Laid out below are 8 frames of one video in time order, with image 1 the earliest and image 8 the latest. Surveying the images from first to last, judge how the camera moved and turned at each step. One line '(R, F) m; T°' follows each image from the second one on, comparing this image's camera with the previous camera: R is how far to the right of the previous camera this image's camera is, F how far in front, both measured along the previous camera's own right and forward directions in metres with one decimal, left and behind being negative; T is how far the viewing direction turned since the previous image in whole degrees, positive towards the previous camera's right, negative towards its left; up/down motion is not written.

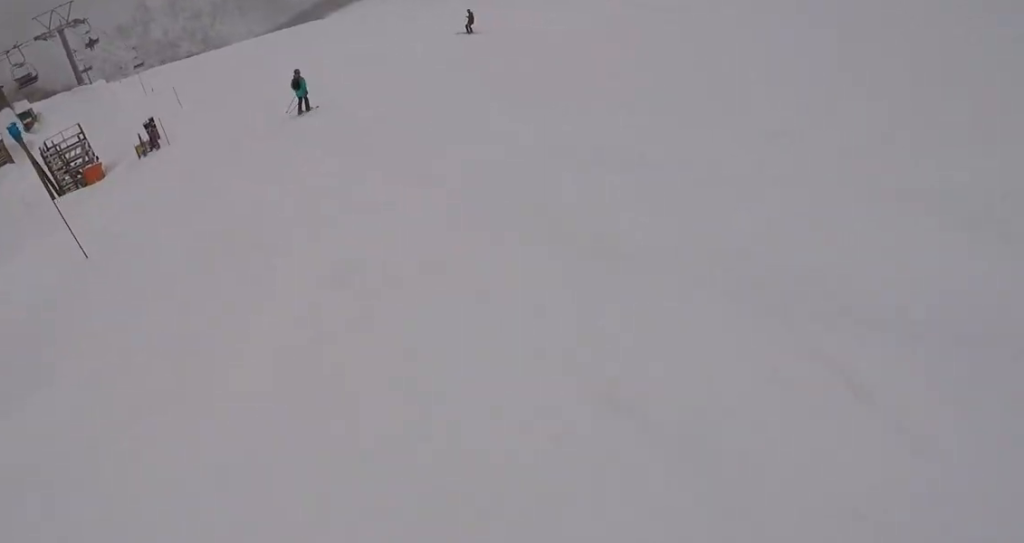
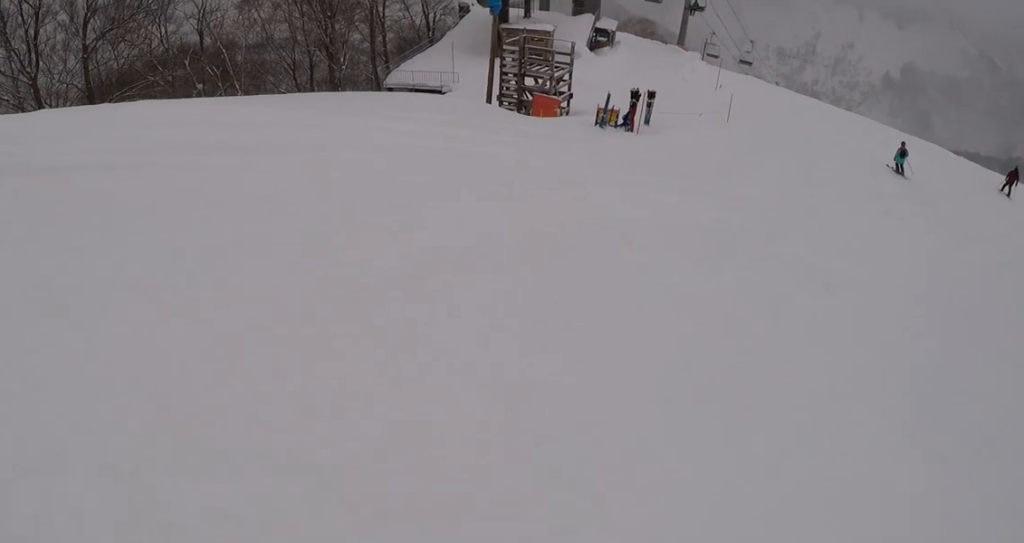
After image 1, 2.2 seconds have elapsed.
(-2.4, +10.1) m; -26°
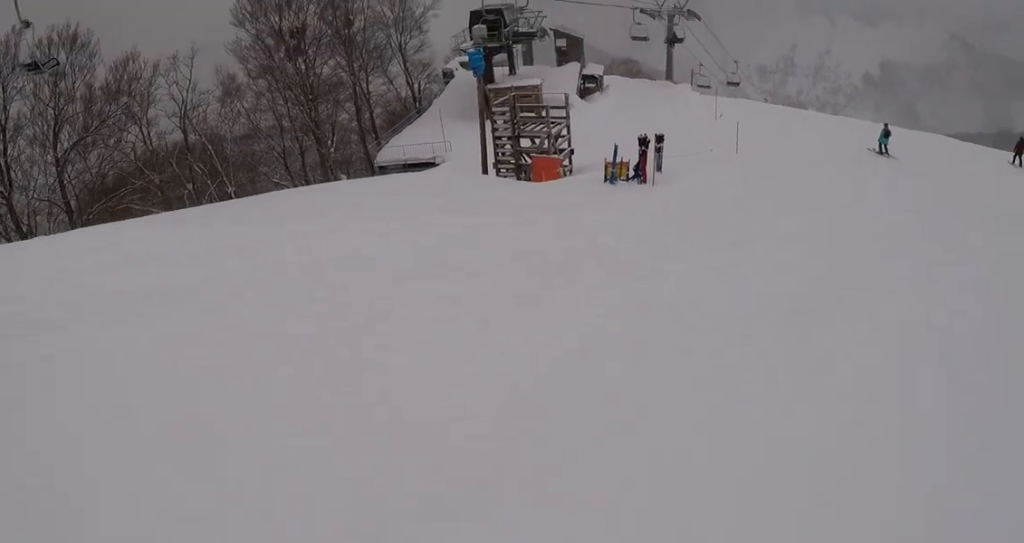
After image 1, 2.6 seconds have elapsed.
(-0.2, +2.2) m; 0°
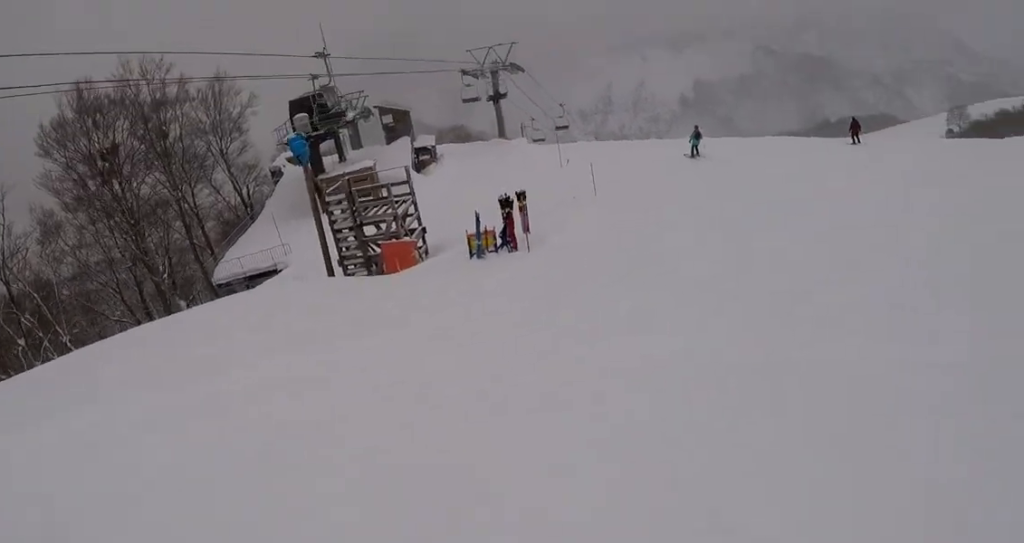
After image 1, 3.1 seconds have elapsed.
(-0.2, +2.5) m; +2°
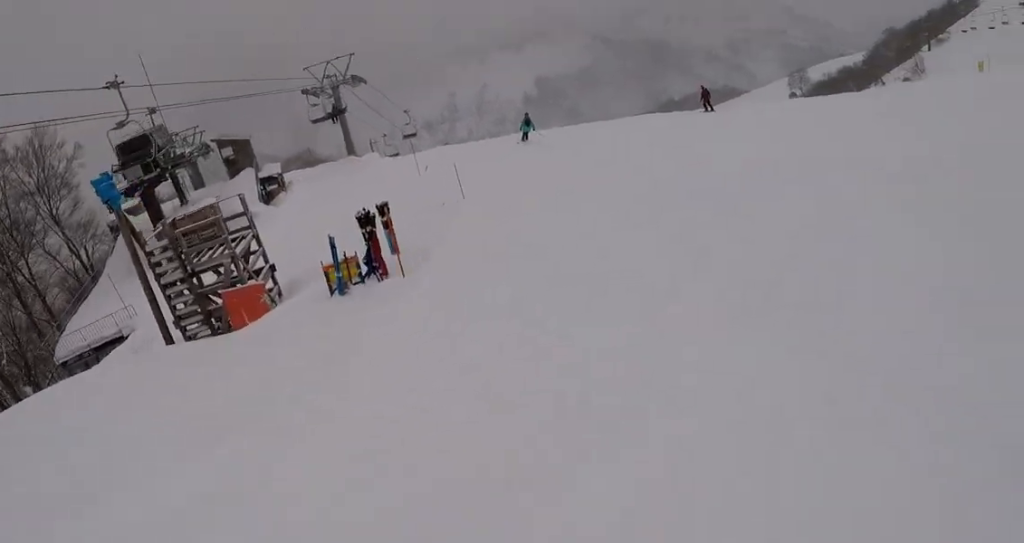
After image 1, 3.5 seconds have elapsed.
(+0.2, +2.5) m; +13°
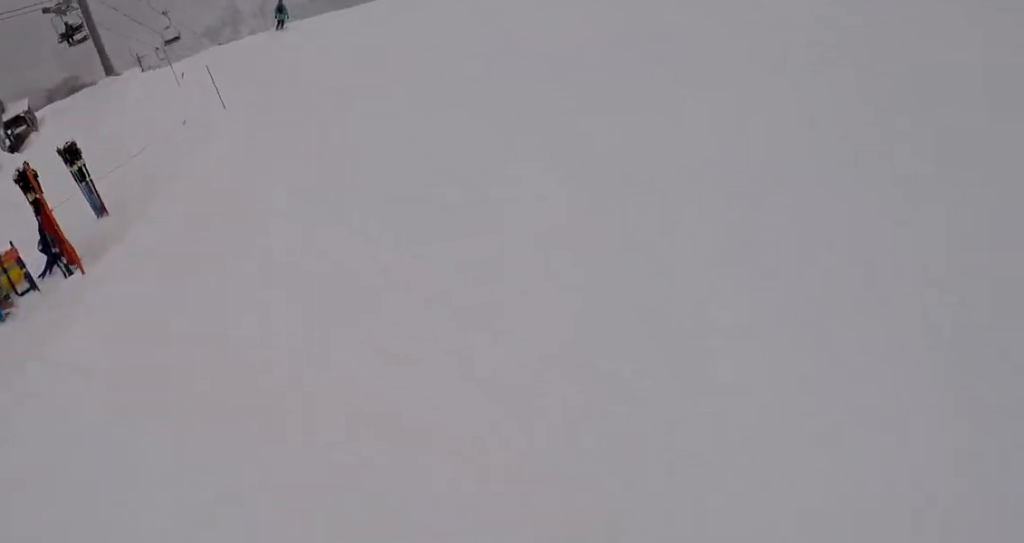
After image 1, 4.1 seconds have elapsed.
(+0.1, +3.3) m; +16°
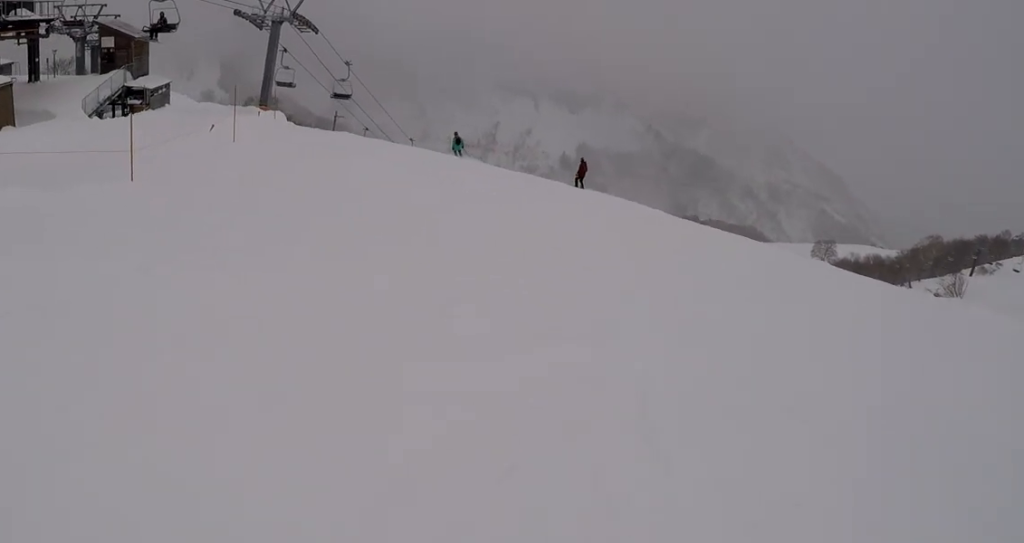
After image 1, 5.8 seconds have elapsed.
(+1.3, +8.7) m; -11°
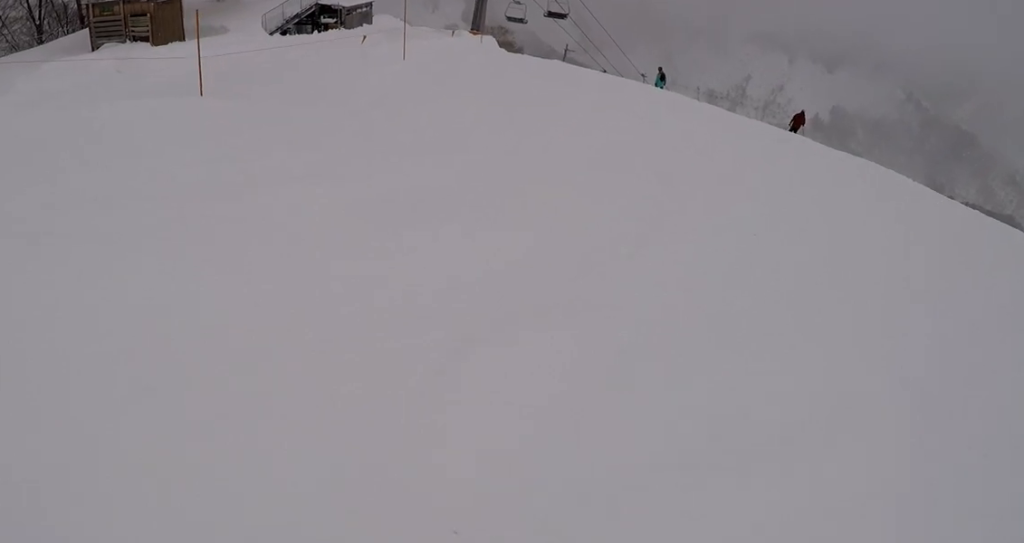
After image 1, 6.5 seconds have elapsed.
(-0.6, +3.9) m; -18°
